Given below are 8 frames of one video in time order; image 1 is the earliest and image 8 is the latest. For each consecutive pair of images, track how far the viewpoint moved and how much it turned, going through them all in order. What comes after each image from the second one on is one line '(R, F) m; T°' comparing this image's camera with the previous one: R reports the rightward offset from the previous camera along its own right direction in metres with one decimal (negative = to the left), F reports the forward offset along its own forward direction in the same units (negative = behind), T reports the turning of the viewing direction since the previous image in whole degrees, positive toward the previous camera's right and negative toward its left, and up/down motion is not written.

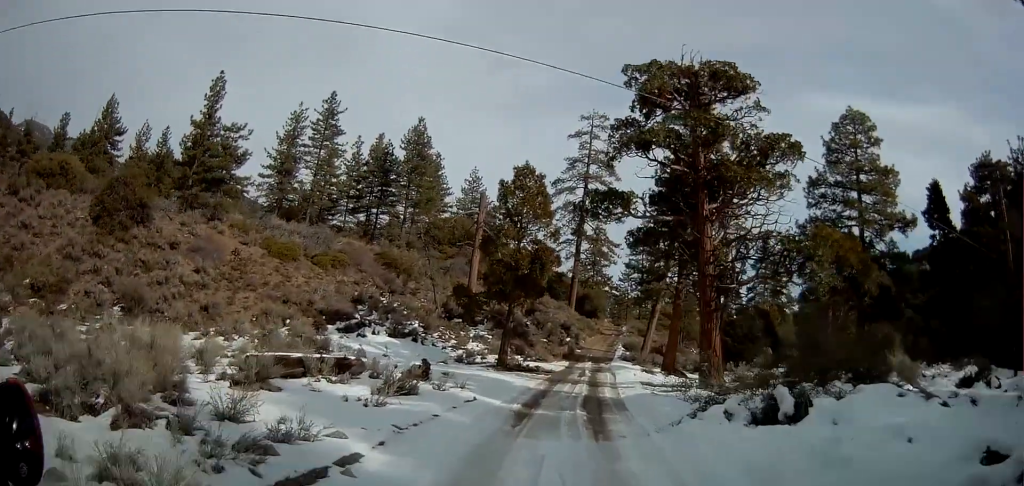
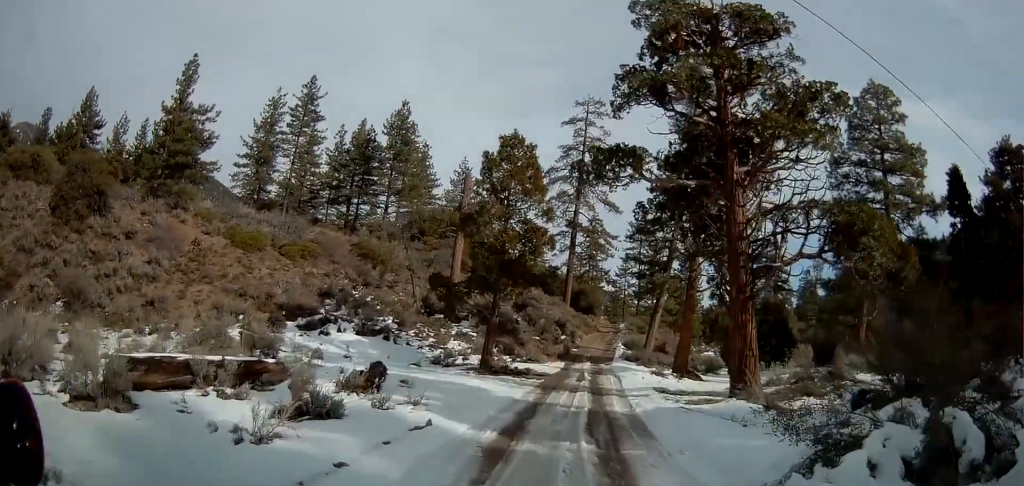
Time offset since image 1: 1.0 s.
(+0.2, +5.2) m; 0°
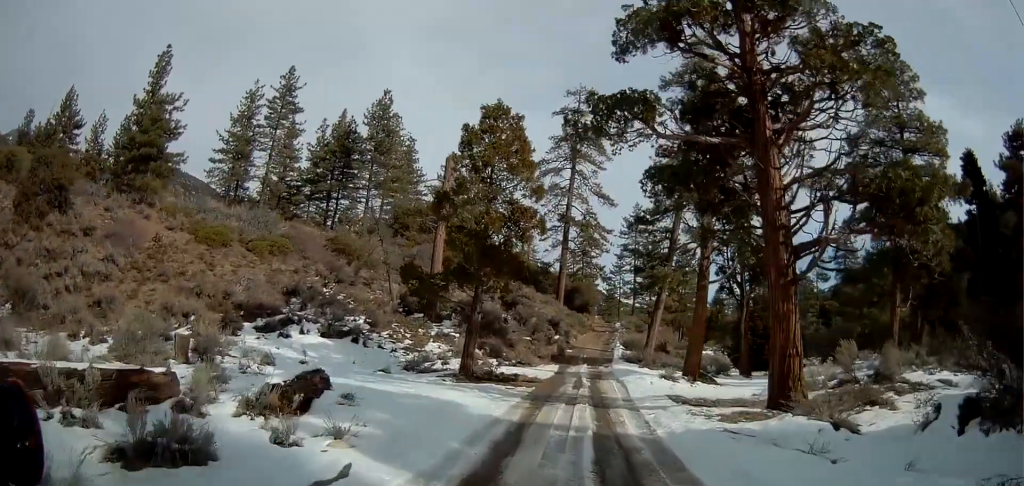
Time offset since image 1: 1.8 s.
(-0.2, +4.3) m; -2°
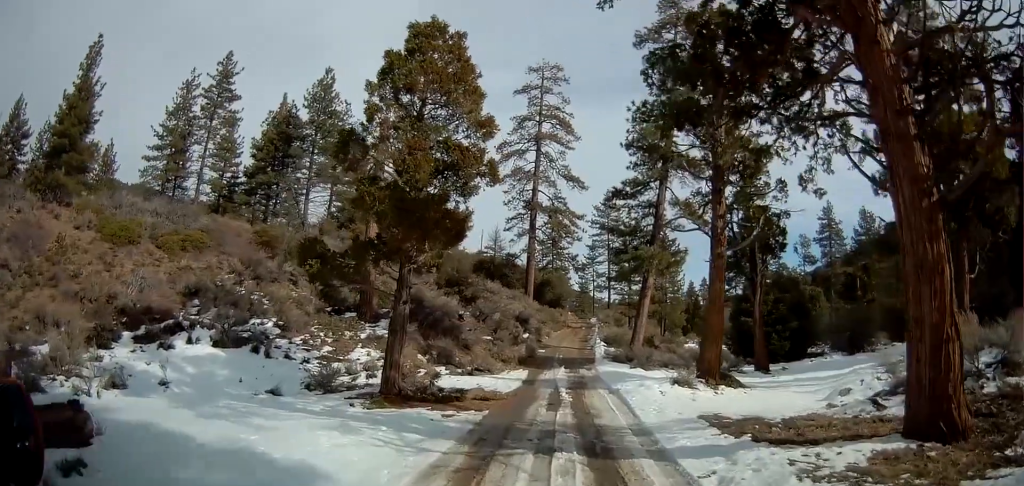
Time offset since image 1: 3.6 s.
(+0.3, +8.0) m; +4°
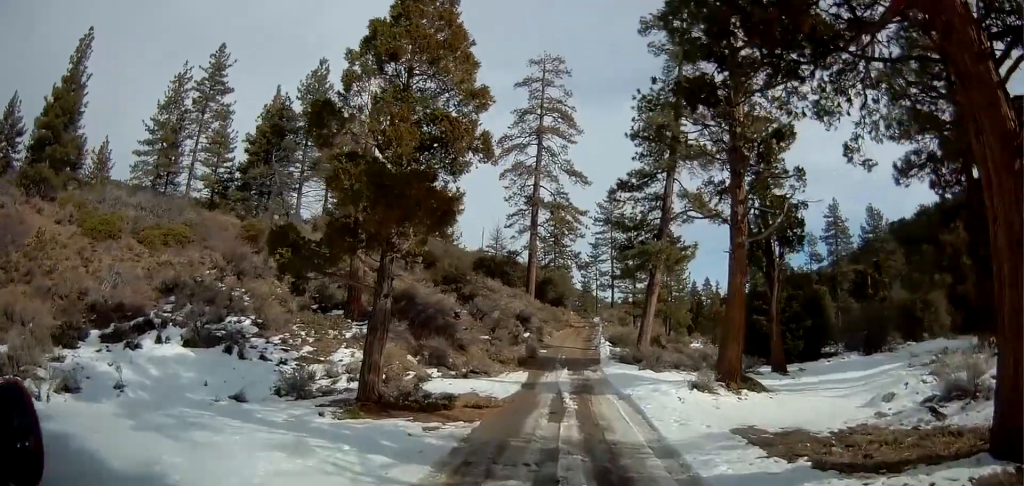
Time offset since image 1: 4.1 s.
(0.0, +2.3) m; +1°
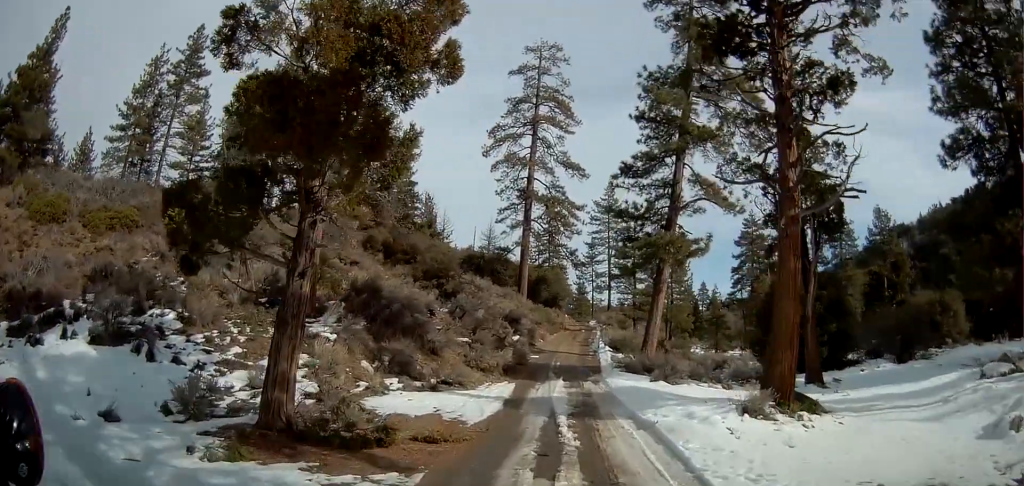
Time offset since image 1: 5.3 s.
(0.0, +5.1) m; 0°
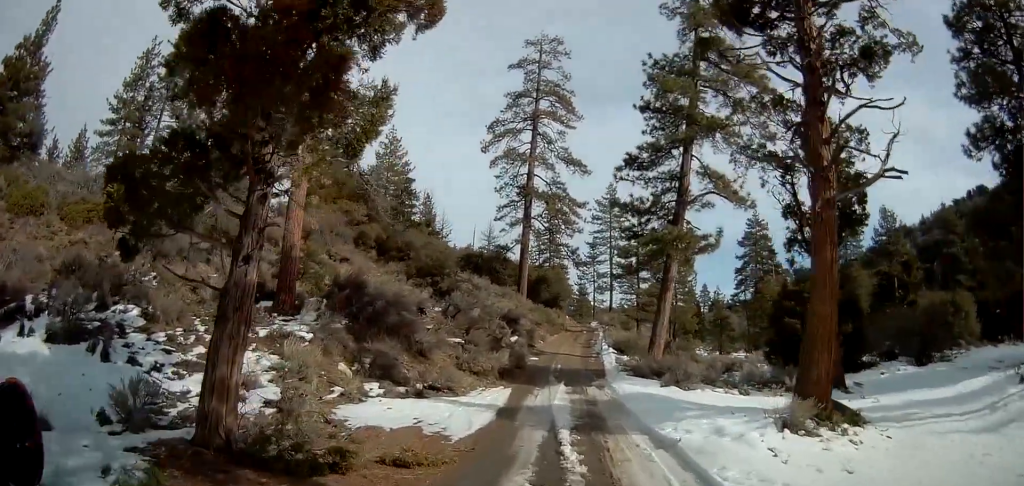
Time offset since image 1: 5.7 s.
(0.0, +2.0) m; 0°
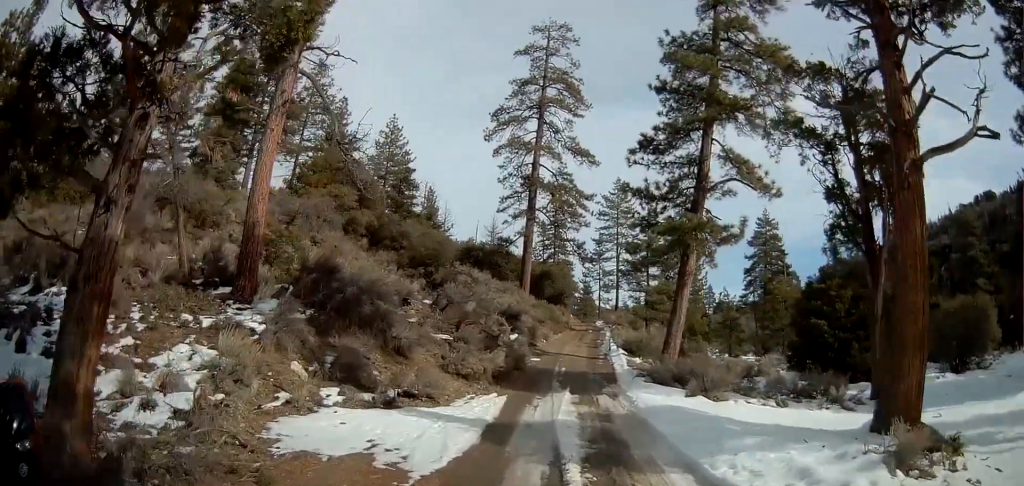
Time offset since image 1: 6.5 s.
(0.0, +3.4) m; -3°
